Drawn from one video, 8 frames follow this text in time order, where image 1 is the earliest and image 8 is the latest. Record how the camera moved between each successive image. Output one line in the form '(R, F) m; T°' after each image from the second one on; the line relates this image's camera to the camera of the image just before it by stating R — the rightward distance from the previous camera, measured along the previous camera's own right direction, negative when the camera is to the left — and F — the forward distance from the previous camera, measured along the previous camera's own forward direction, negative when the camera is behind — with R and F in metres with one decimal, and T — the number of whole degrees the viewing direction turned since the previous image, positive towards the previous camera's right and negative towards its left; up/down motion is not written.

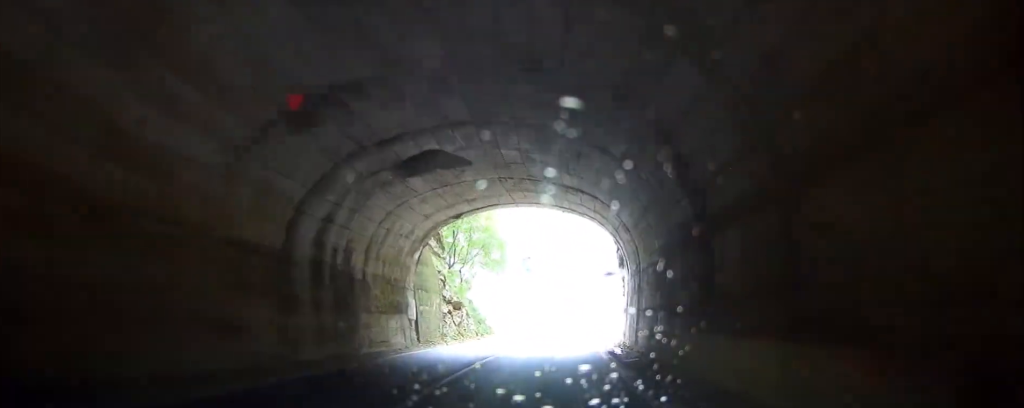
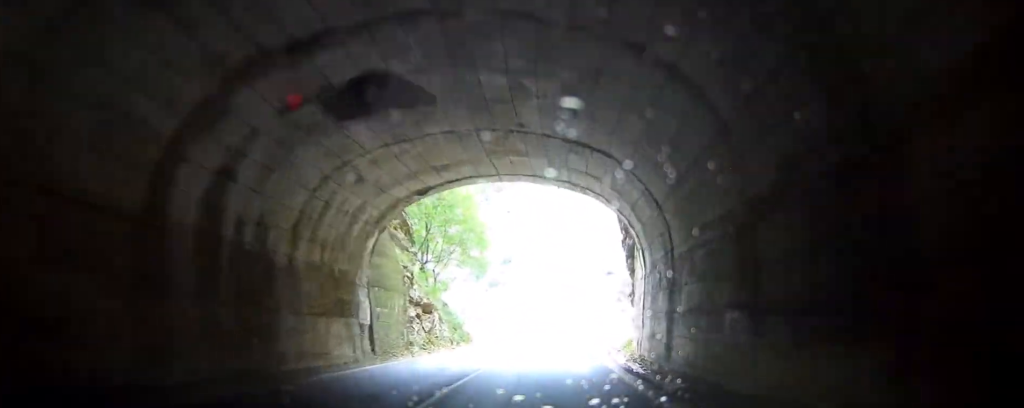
(-0.1, +5.8) m; +2°
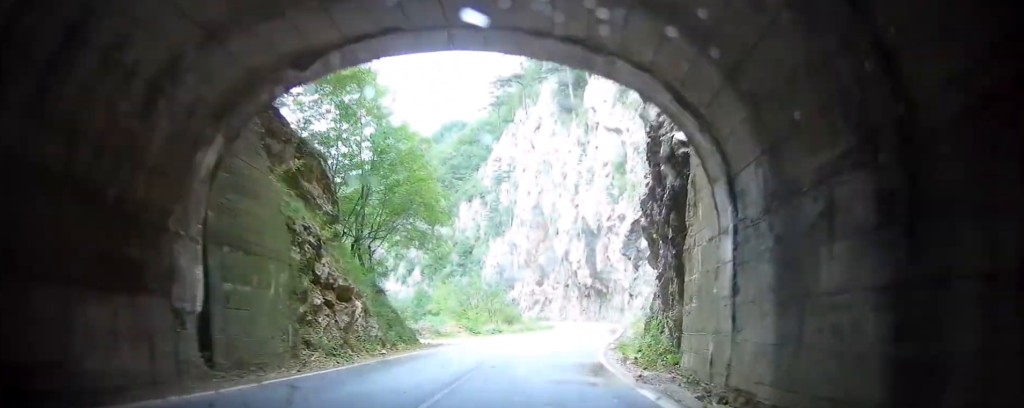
(+0.4, +9.8) m; +4°
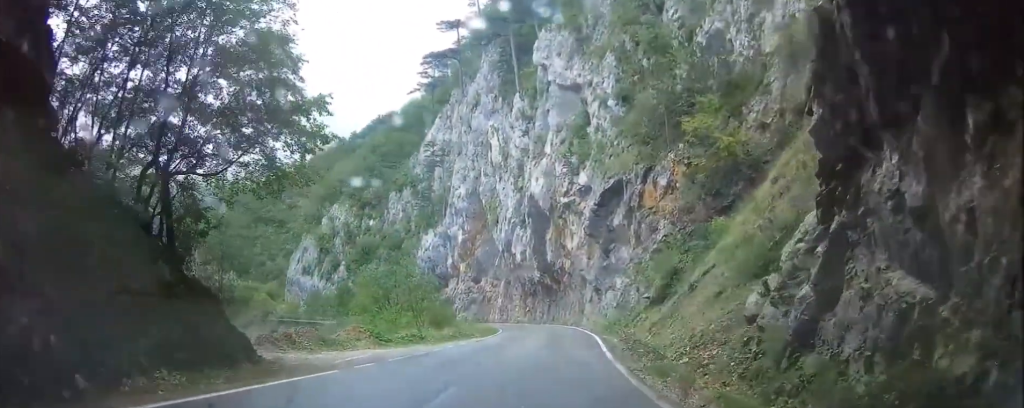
(+0.7, +16.3) m; +8°
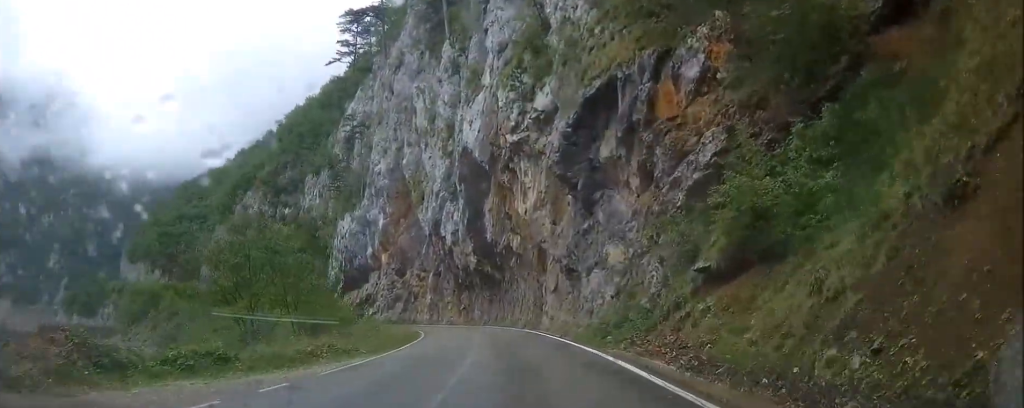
(+2.4, +20.9) m; +10°
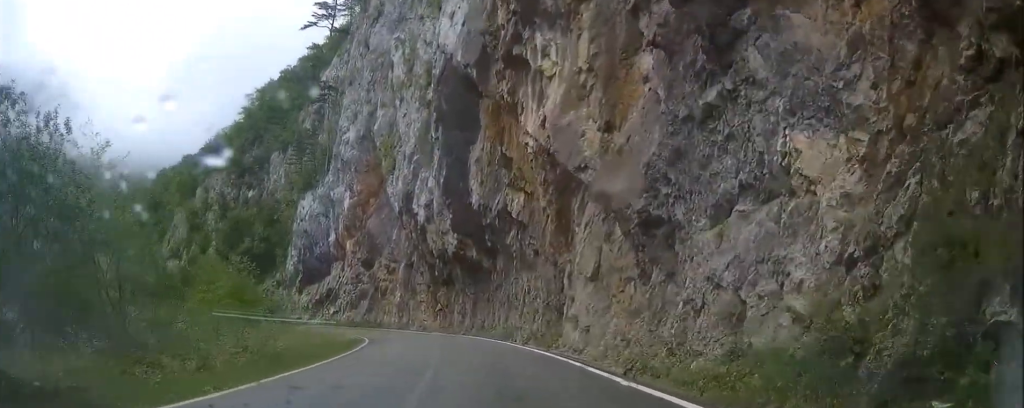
(-0.4, +20.0) m; -3°
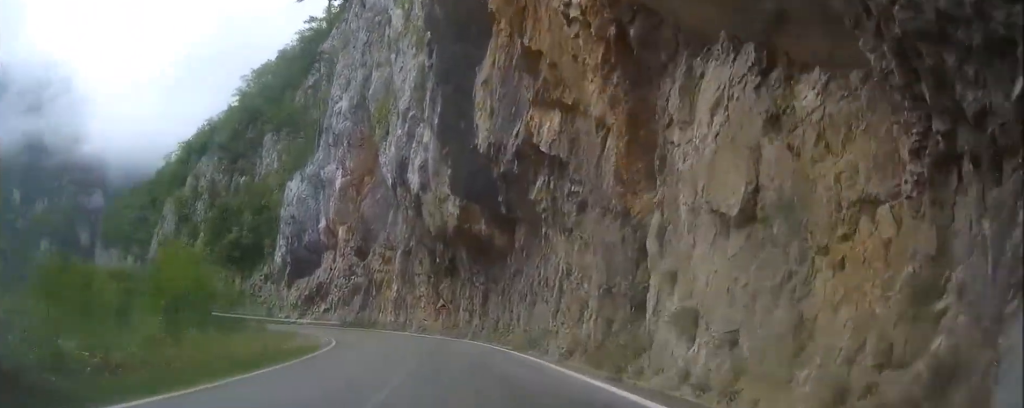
(-0.3, +12.8) m; -2°
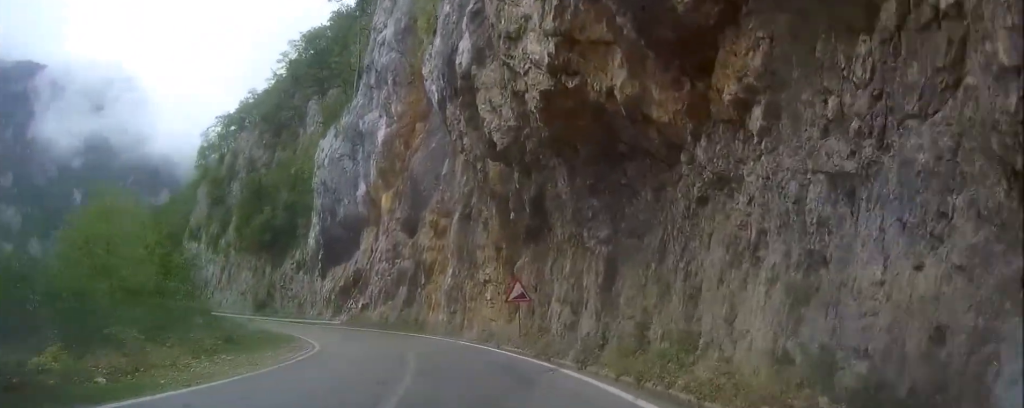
(-0.6, +20.6) m; -4°
